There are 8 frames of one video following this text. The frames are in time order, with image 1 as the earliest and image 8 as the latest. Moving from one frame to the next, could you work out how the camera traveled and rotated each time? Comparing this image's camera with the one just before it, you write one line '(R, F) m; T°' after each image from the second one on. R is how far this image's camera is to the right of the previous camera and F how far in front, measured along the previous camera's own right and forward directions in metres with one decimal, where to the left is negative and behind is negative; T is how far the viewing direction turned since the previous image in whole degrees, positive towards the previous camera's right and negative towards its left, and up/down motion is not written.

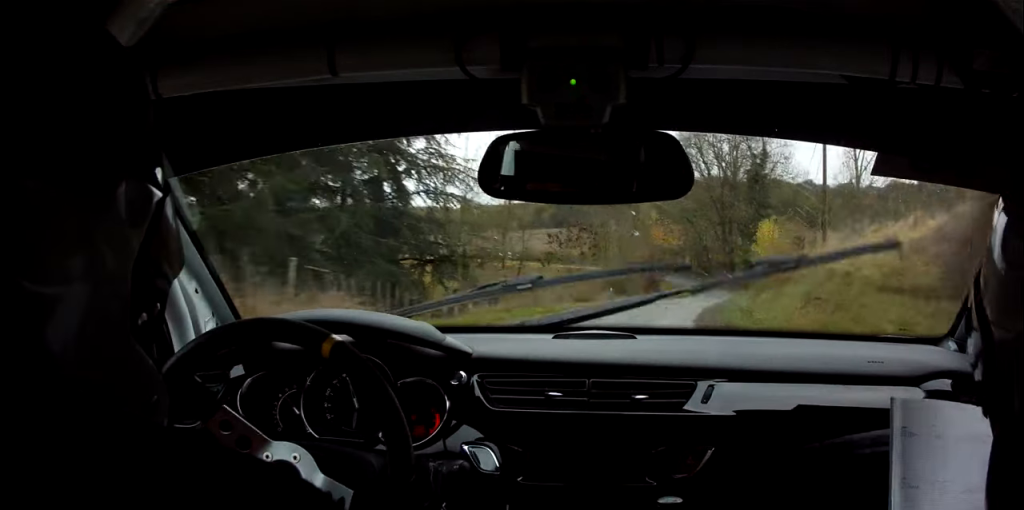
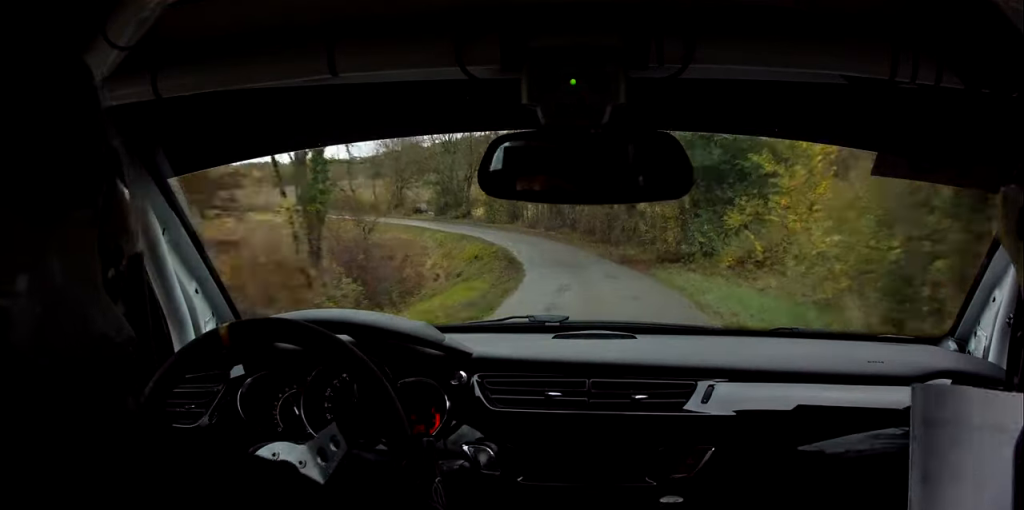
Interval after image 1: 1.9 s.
(+8.7, +52.1) m; +12°
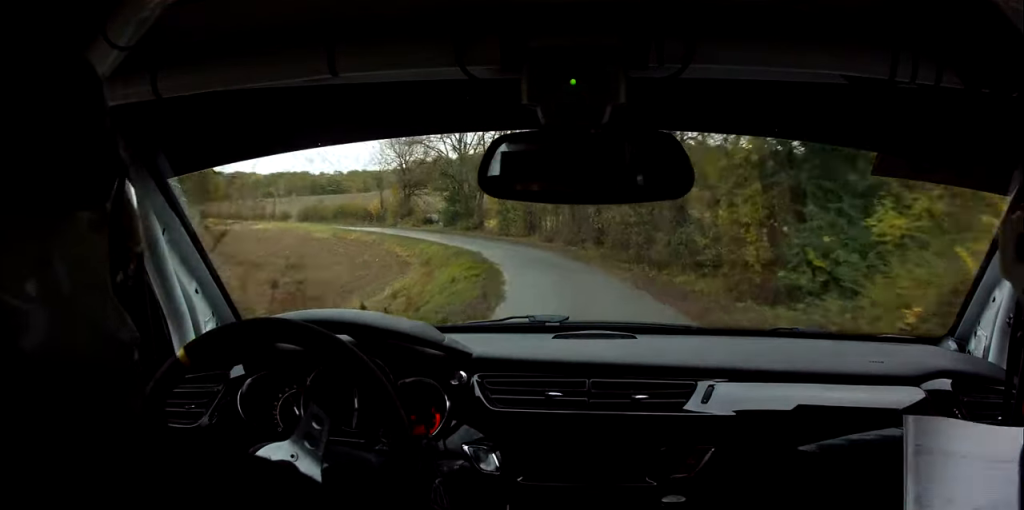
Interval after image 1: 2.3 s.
(-0.2, +10.9) m; -2°
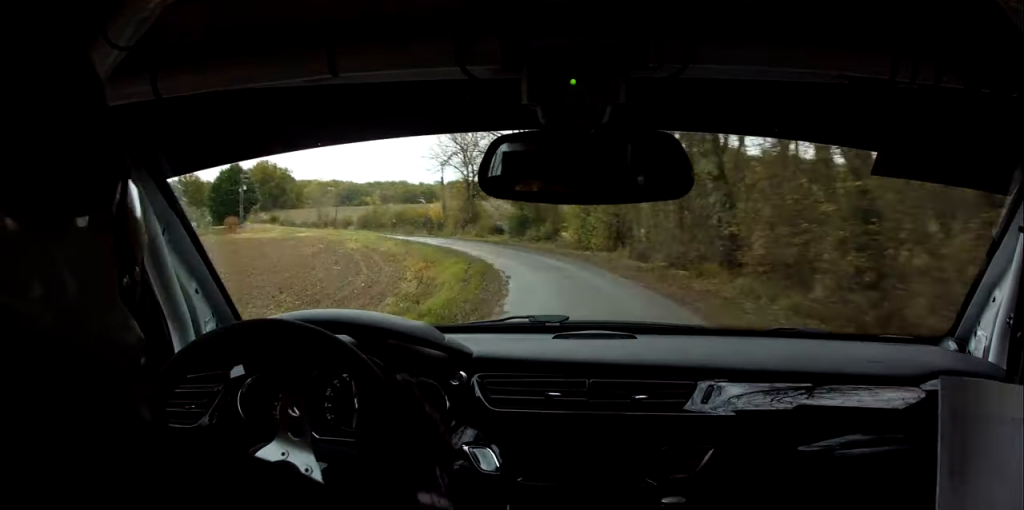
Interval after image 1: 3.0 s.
(-0.5, +16.9) m; -4°
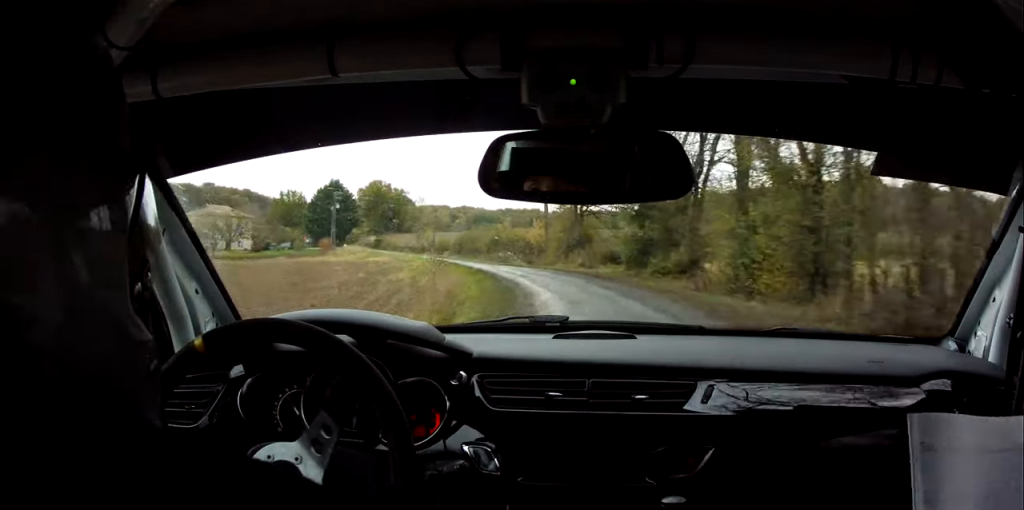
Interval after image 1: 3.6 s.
(-0.8, +17.3) m; -6°
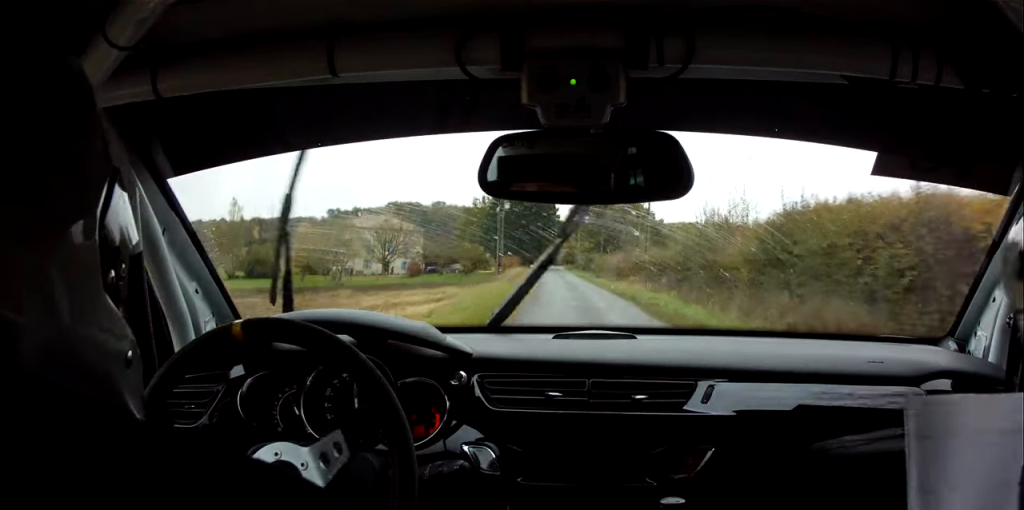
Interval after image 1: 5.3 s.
(-7.0, +44.8) m; -19°
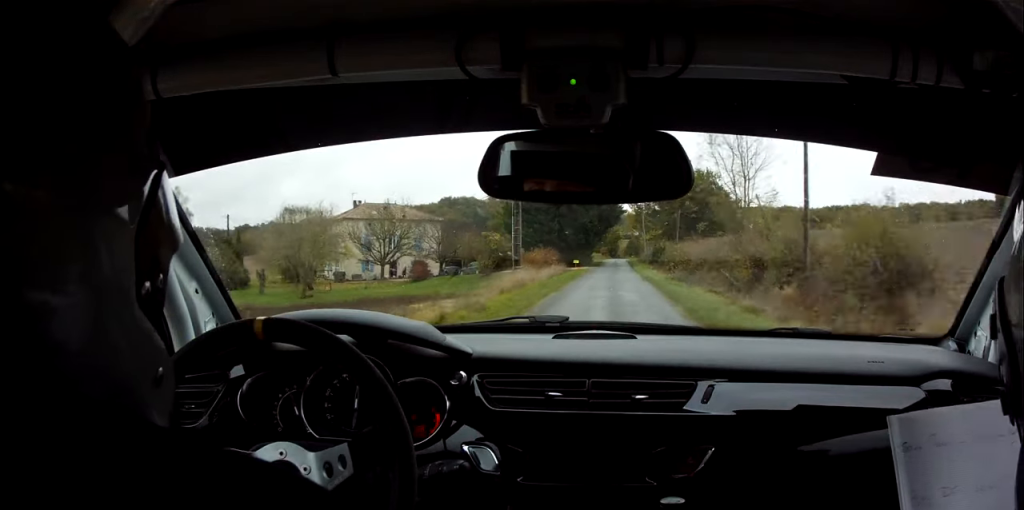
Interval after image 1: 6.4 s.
(-3.1, +30.3) m; -9°
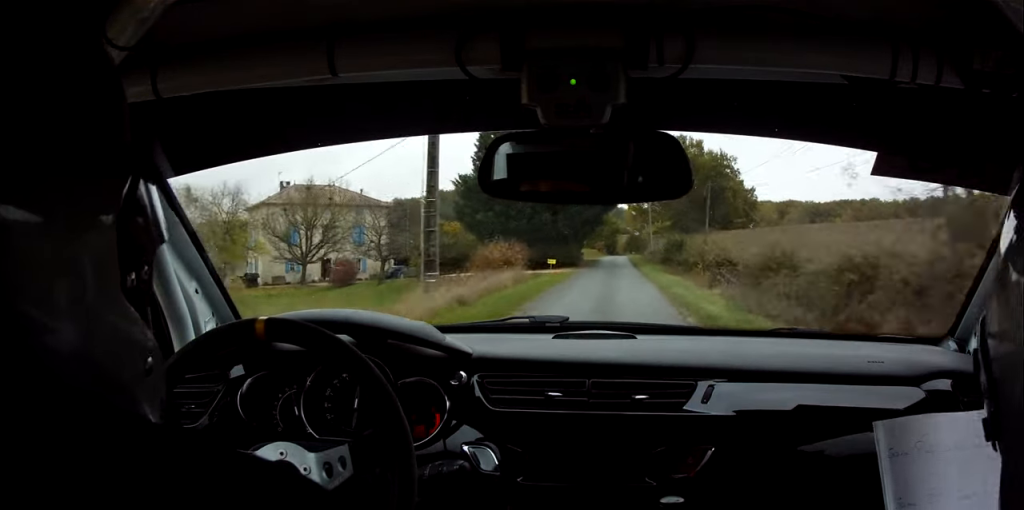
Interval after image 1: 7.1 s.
(-1.1, +23.2) m; -4°
